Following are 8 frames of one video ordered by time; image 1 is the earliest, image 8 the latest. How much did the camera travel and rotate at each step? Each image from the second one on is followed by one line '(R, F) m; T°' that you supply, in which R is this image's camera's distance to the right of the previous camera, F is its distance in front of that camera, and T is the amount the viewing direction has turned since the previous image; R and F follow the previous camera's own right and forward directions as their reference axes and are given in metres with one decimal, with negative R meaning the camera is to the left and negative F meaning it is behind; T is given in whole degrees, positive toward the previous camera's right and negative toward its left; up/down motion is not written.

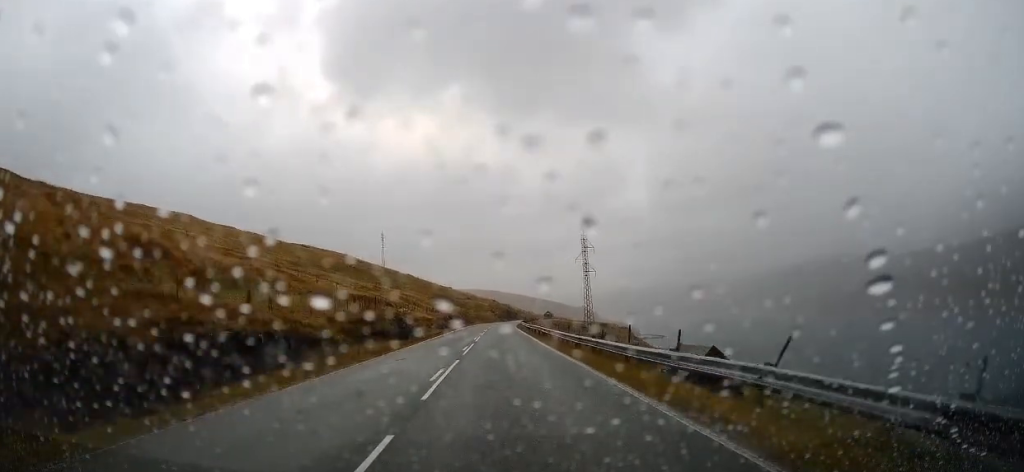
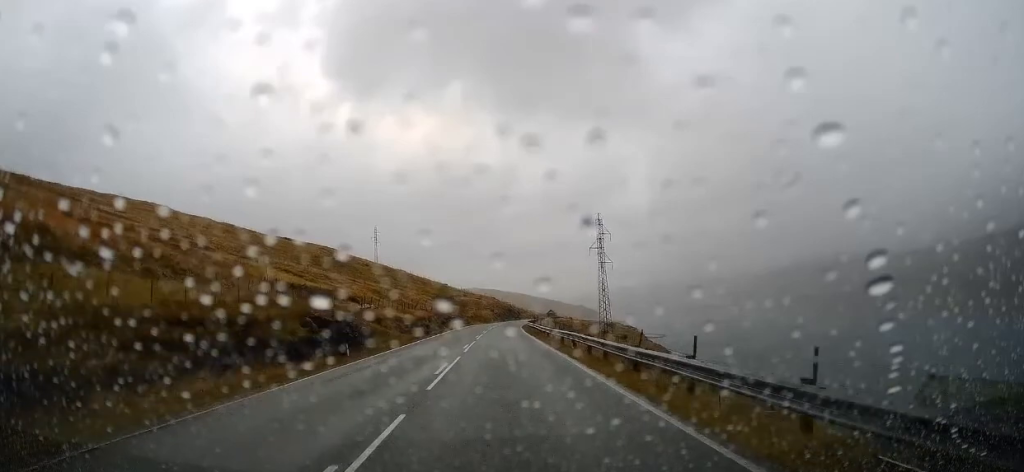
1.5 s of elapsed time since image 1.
(-0.1, +22.7) m; -1°
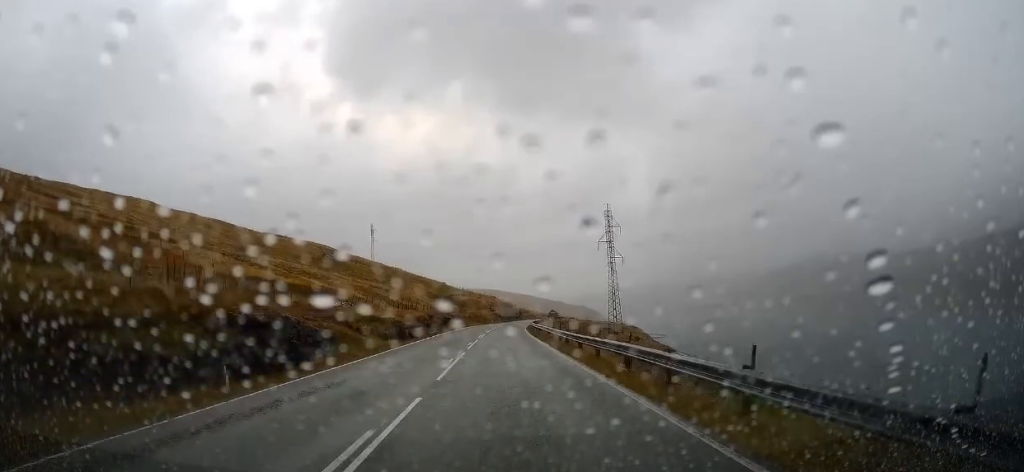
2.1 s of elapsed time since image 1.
(-0.3, +10.3) m; 0°
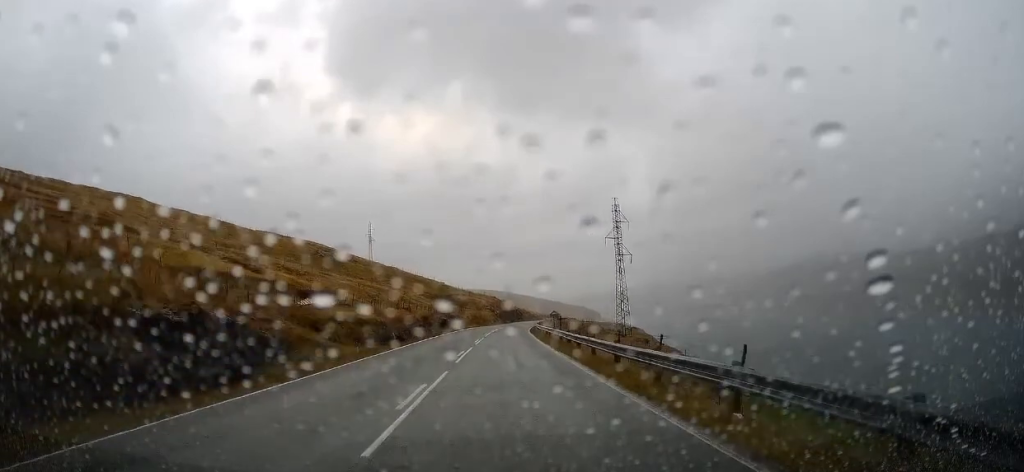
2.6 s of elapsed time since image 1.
(+0.1, +6.7) m; 0°
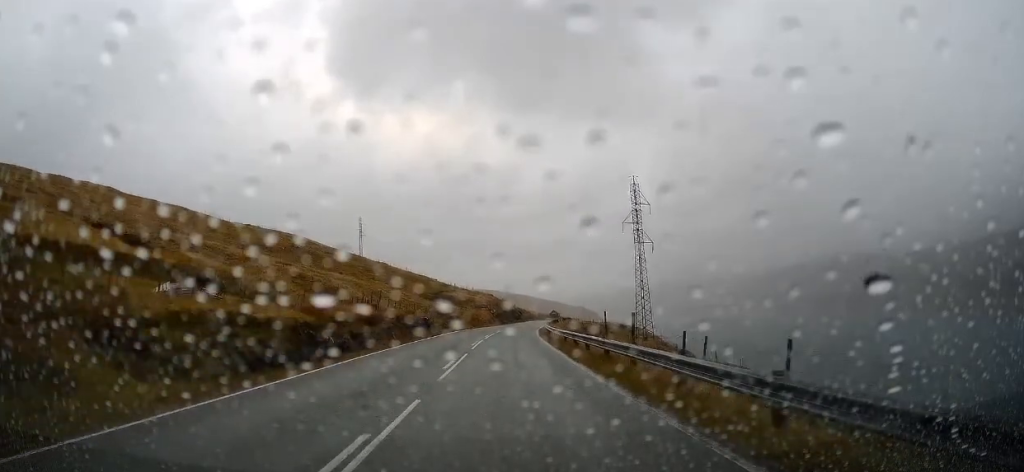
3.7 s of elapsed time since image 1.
(+0.4, +17.7) m; +1°
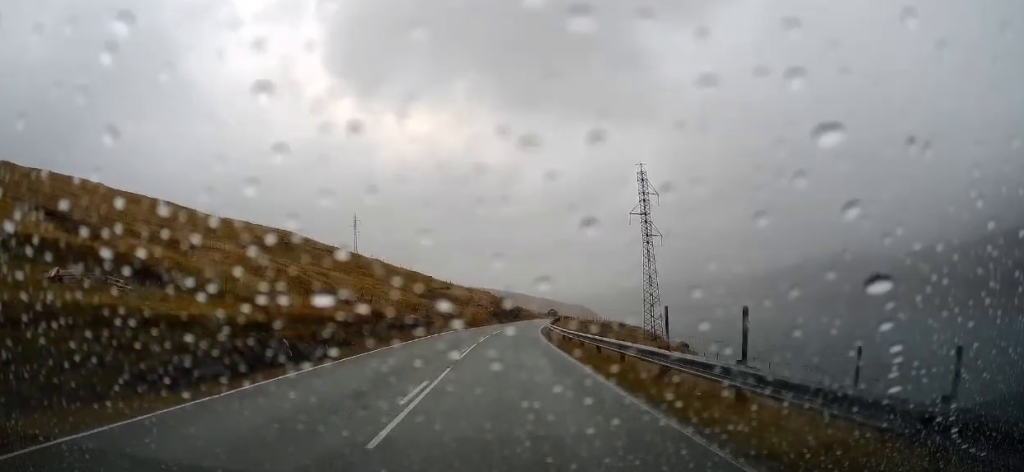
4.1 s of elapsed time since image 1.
(0.0, +6.8) m; 0°
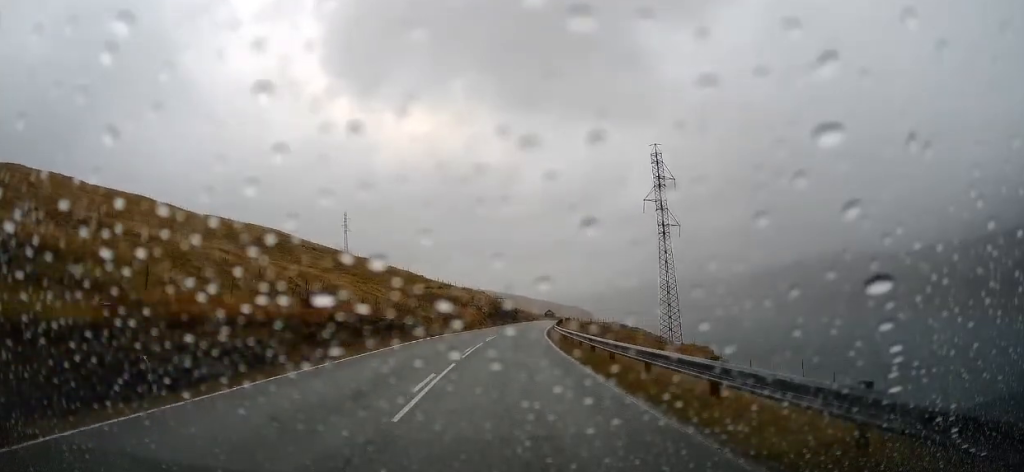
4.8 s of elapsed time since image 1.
(0.0, +11.0) m; 0°
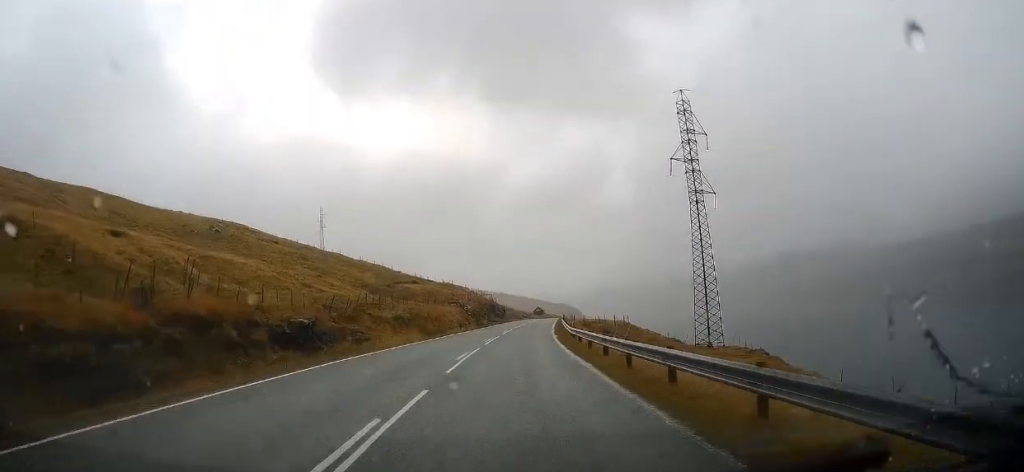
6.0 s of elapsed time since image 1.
(0.0, +18.3) m; +1°
